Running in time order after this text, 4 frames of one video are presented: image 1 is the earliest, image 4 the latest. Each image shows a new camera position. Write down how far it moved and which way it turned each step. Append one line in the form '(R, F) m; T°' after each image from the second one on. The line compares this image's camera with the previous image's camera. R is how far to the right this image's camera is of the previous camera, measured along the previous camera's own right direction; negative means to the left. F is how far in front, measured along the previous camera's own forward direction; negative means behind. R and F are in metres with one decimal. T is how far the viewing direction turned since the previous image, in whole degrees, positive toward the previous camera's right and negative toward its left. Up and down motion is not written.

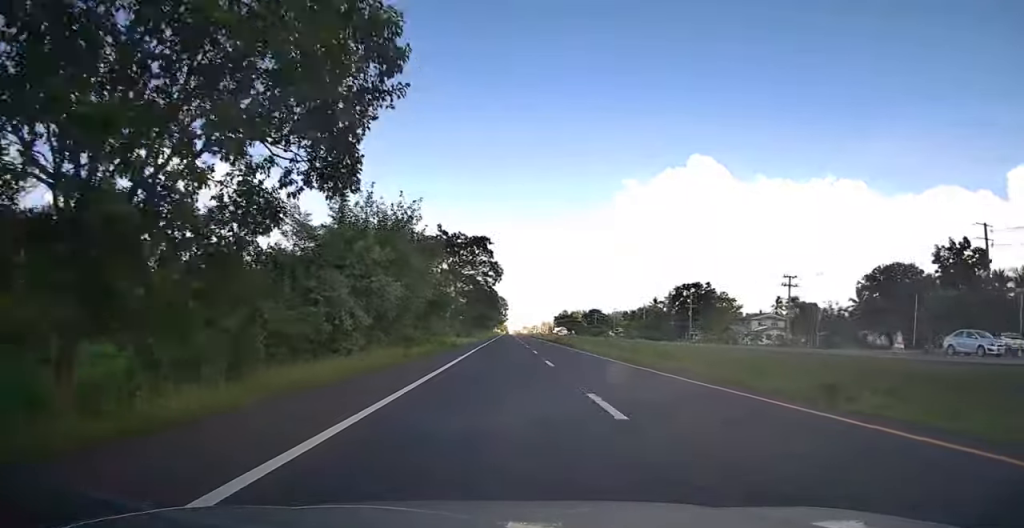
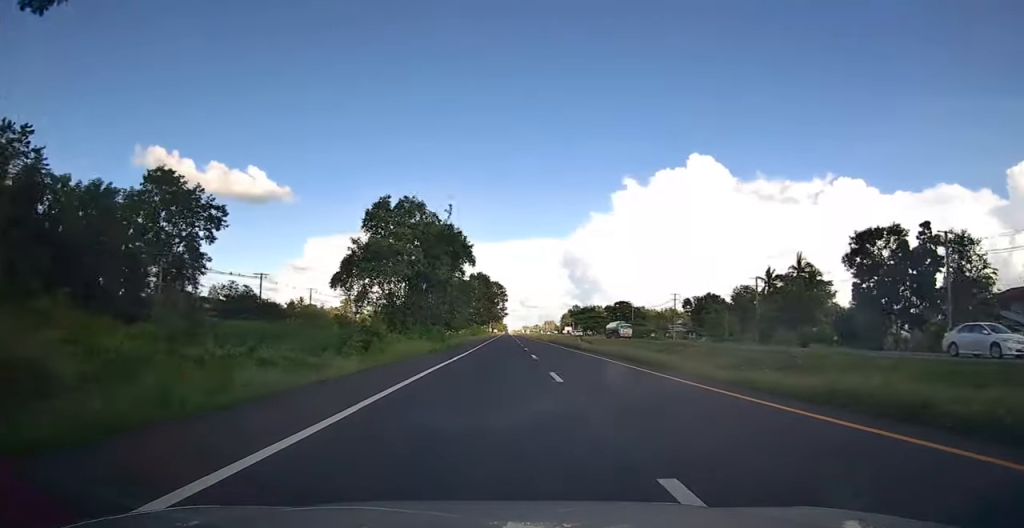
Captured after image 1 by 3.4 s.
(-0.5, +78.3) m; -1°
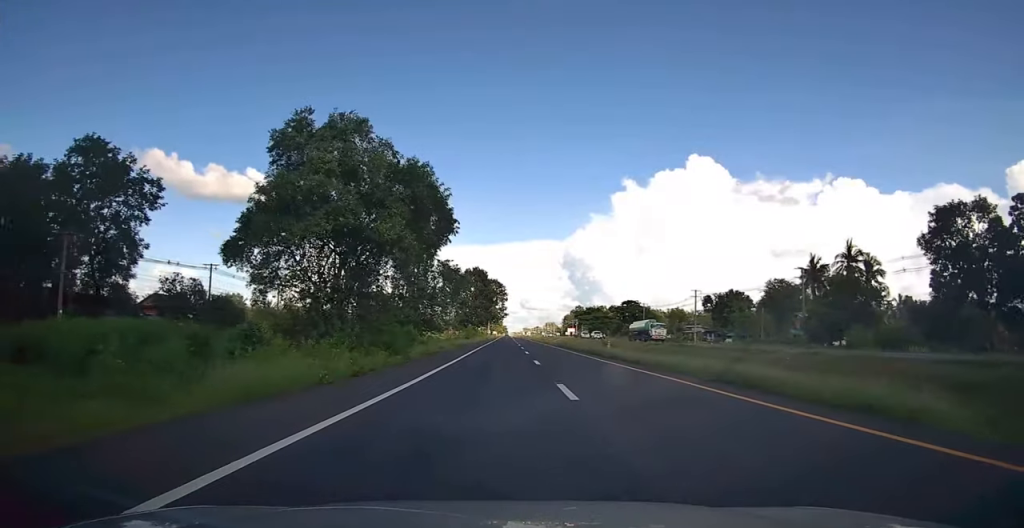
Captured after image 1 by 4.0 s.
(0.0, +15.2) m; 0°
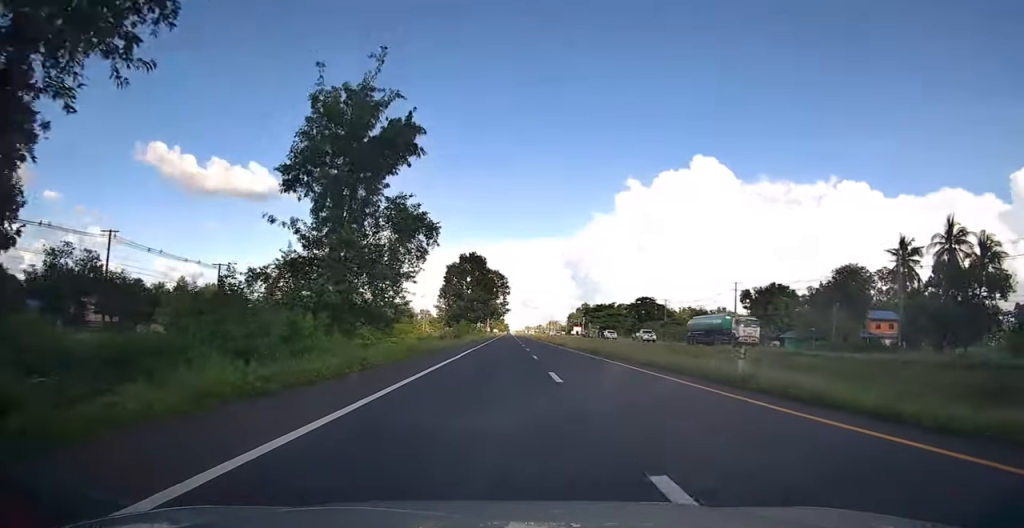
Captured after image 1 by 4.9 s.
(+0.1, +20.7) m; 0°
